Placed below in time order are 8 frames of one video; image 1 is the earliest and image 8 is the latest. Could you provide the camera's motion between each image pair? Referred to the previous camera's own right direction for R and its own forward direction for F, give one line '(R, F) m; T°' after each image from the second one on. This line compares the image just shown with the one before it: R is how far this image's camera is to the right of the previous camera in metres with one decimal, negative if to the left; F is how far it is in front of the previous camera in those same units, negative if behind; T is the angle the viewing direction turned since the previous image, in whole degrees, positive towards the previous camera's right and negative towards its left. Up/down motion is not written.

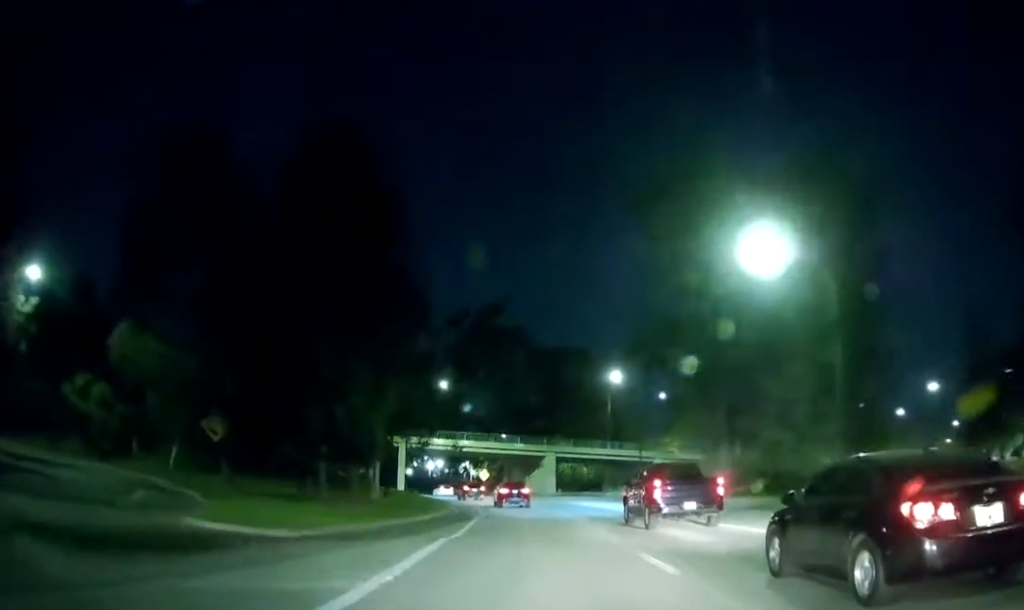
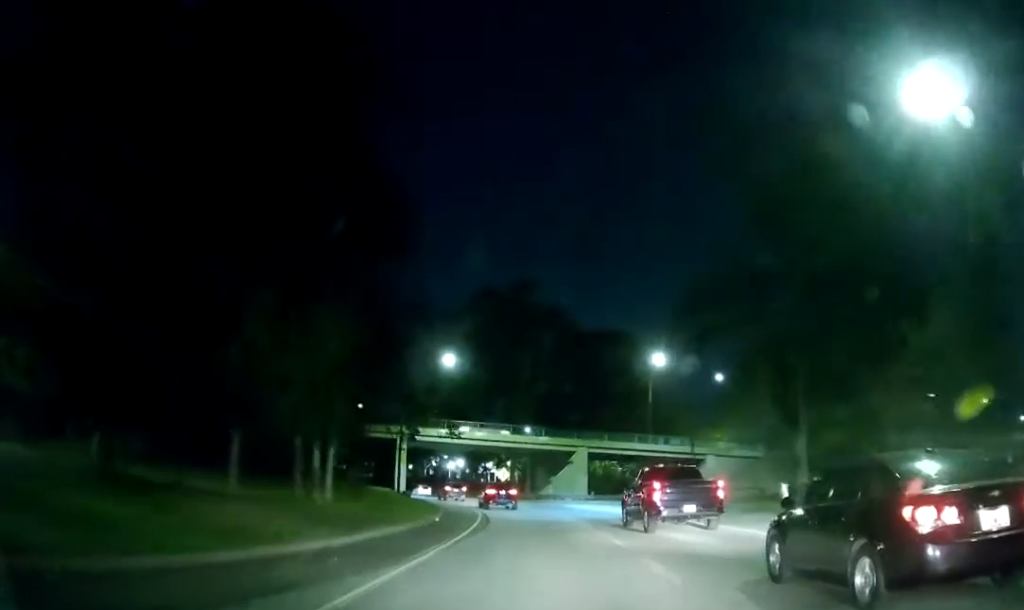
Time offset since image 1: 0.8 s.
(-0.5, +14.8) m; -5°
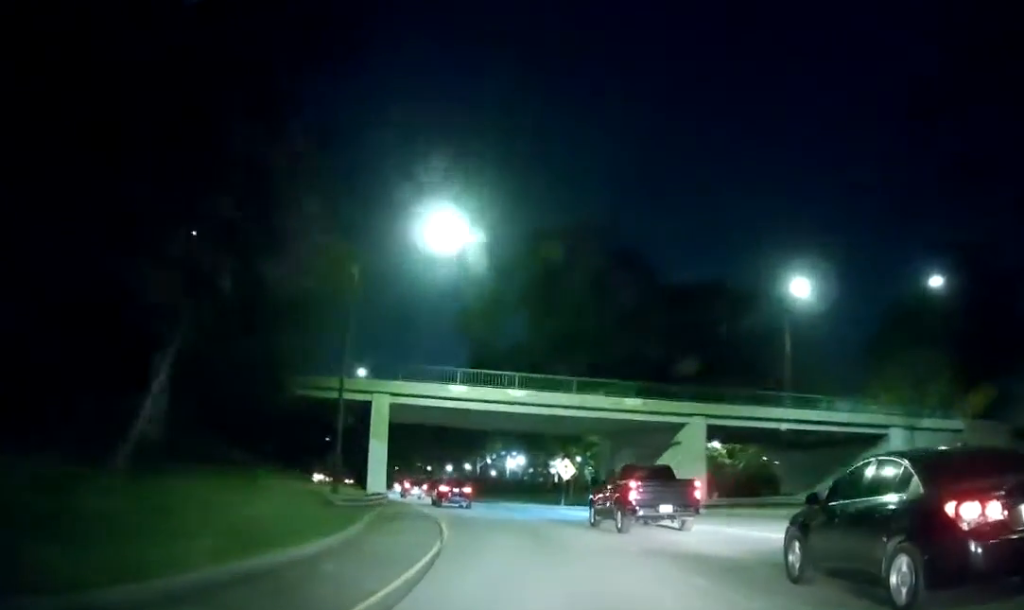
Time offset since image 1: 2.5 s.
(-2.6, +29.9) m; -8°
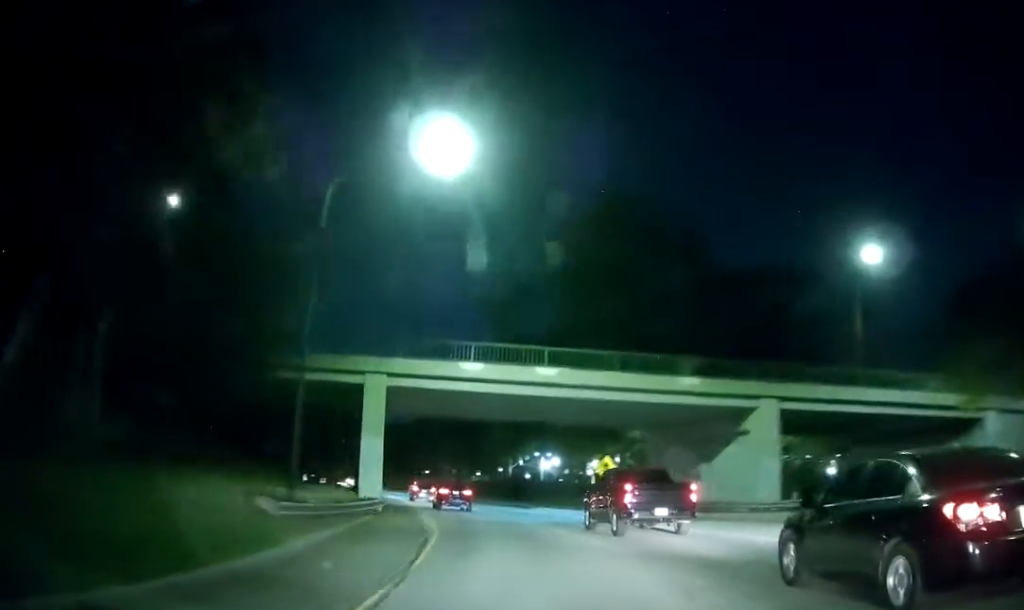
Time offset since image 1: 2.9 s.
(+0.1, +7.6) m; -1°
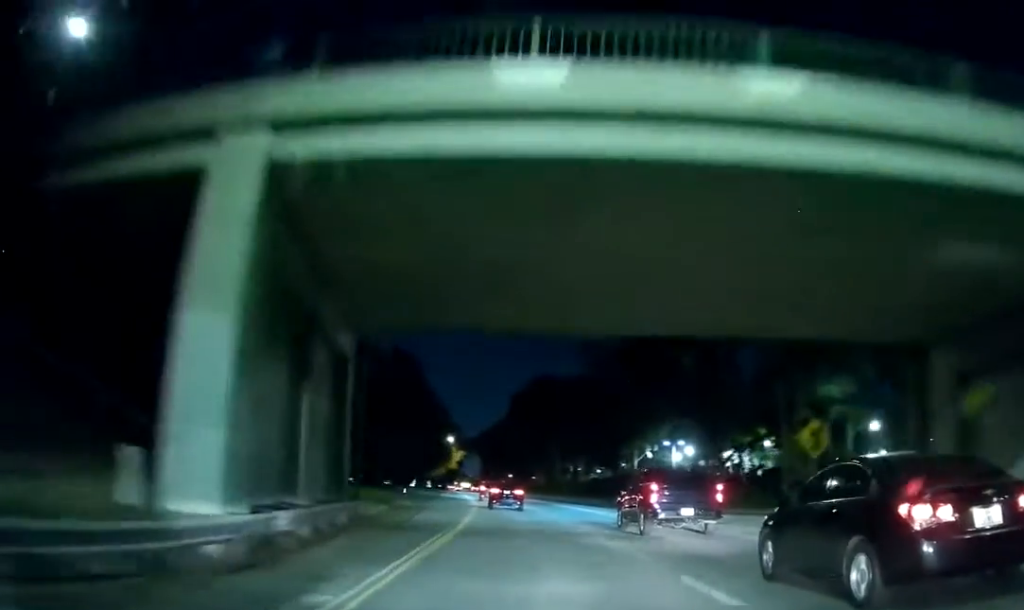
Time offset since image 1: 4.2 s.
(-0.8, +22.5) m; -8°
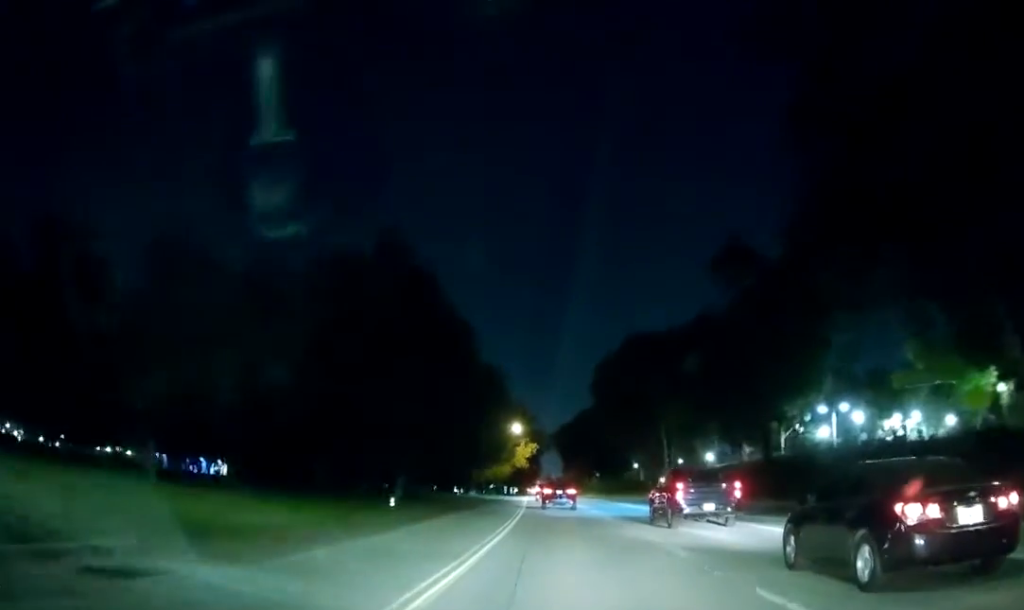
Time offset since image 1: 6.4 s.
(-3.6, +36.8) m; -8°
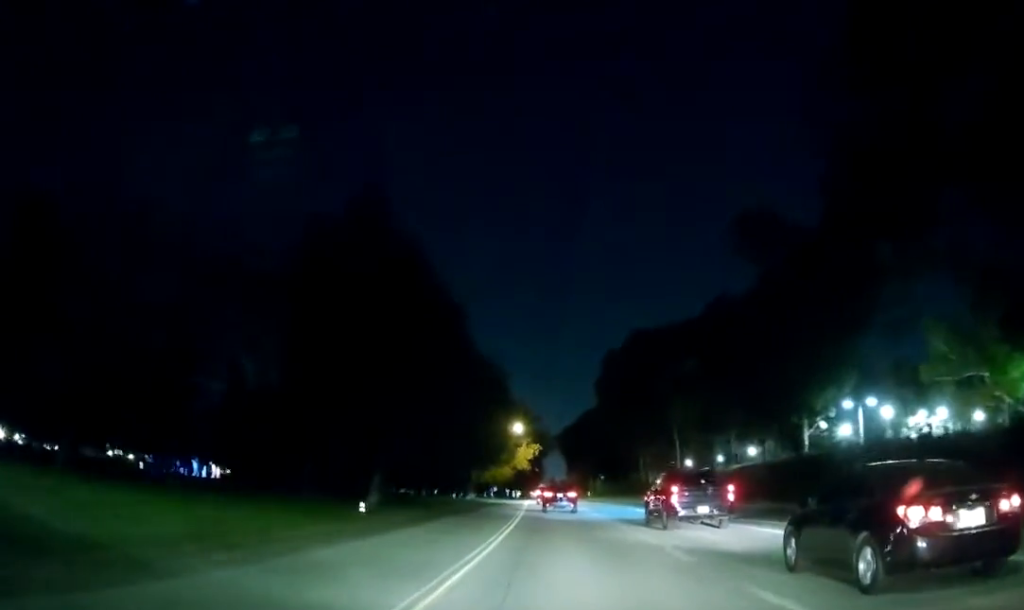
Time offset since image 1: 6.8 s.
(-0.3, +6.7) m; 0°
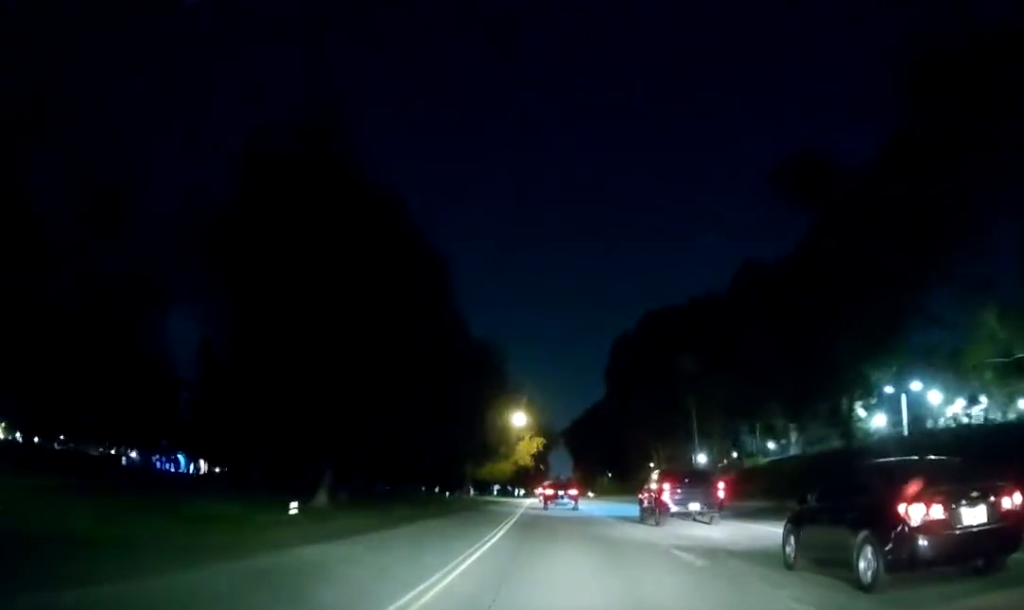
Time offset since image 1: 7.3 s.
(-0.2, +8.5) m; 0°
